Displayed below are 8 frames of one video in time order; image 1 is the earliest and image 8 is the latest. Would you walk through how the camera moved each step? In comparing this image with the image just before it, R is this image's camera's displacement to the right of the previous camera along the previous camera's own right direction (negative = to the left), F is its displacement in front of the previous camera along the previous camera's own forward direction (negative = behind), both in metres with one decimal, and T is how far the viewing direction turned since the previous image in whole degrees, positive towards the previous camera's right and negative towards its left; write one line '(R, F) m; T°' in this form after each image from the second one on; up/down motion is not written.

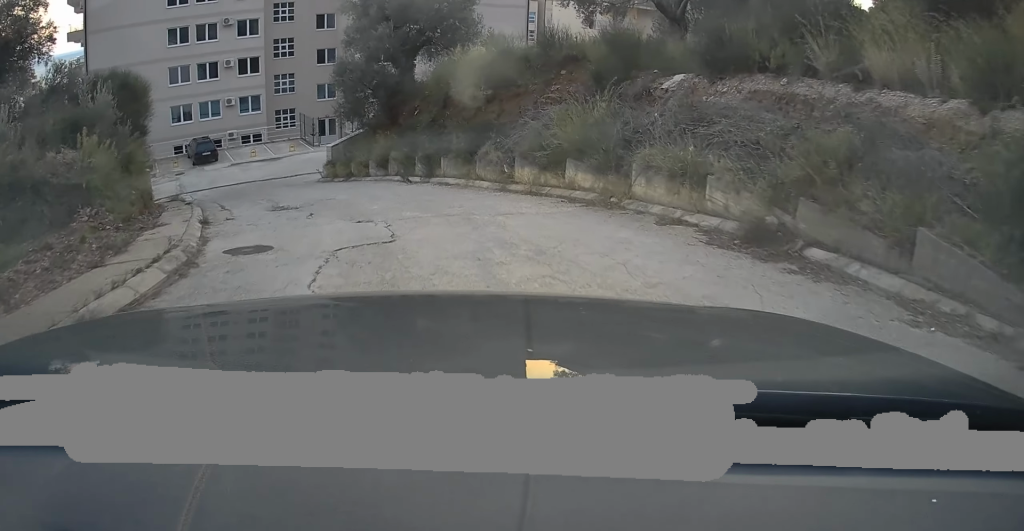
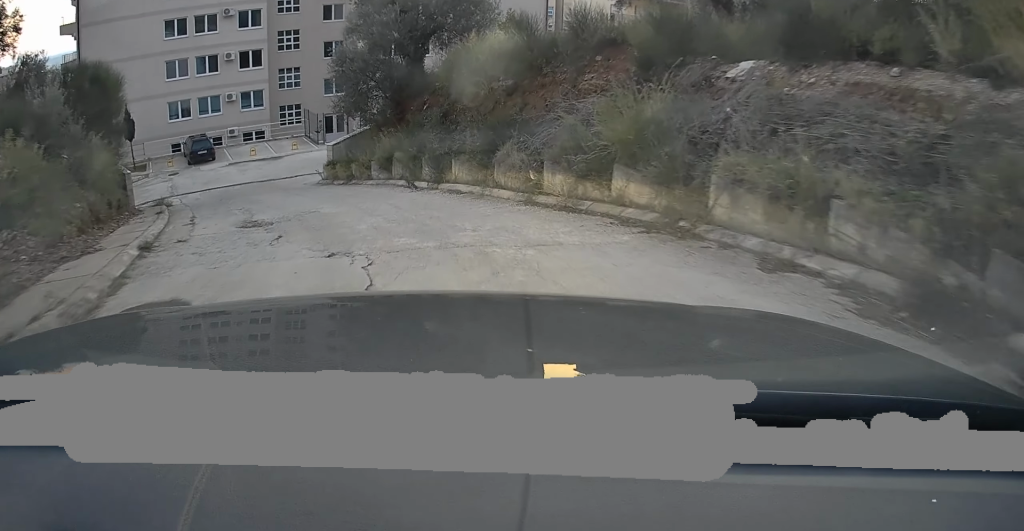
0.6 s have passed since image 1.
(0.0, +2.9) m; -2°
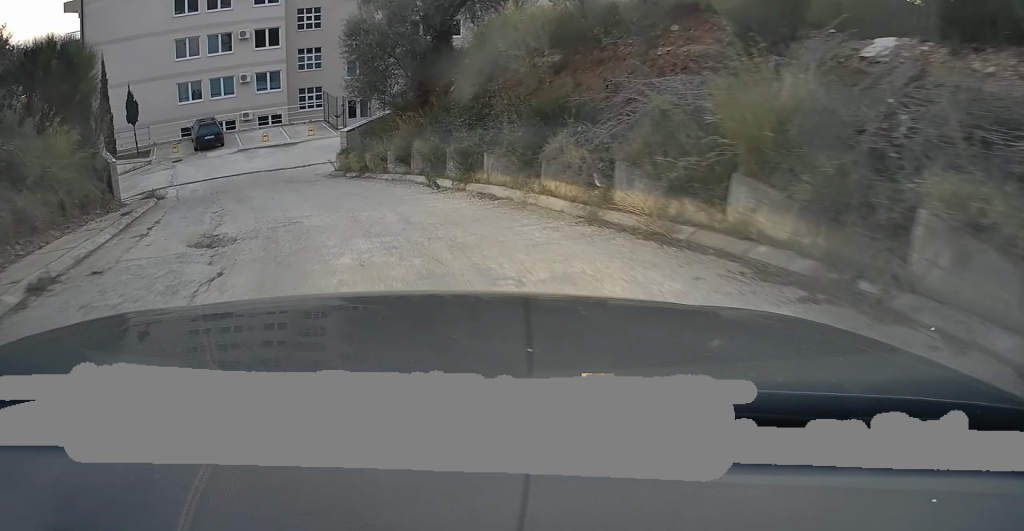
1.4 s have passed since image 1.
(-0.1, +3.4) m; -4°
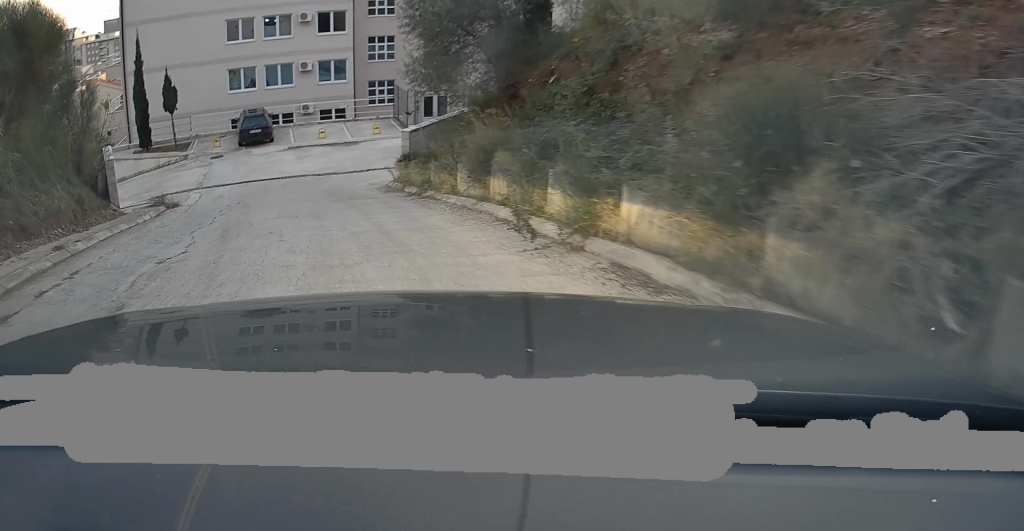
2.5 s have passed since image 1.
(-0.4, +5.1) m; -9°
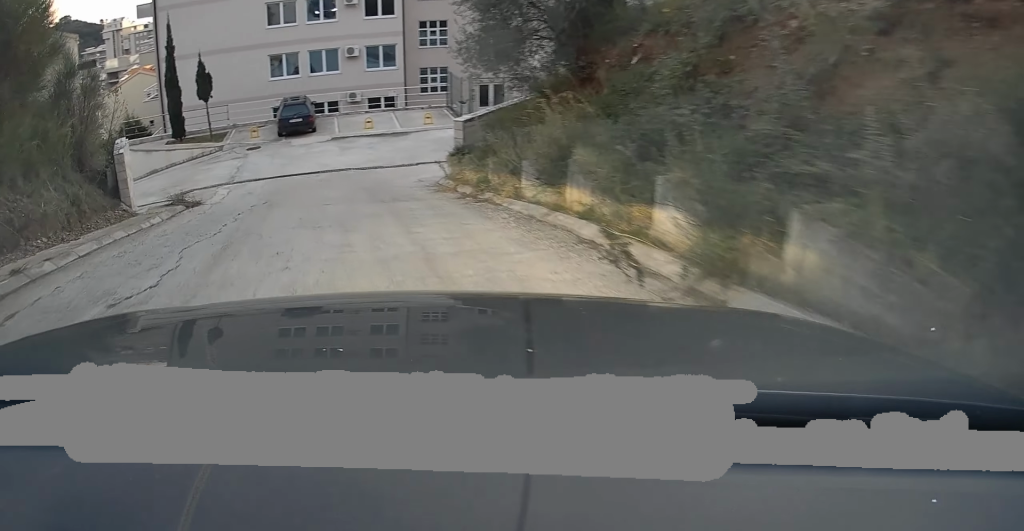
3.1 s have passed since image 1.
(-0.1, +2.3) m; -3°
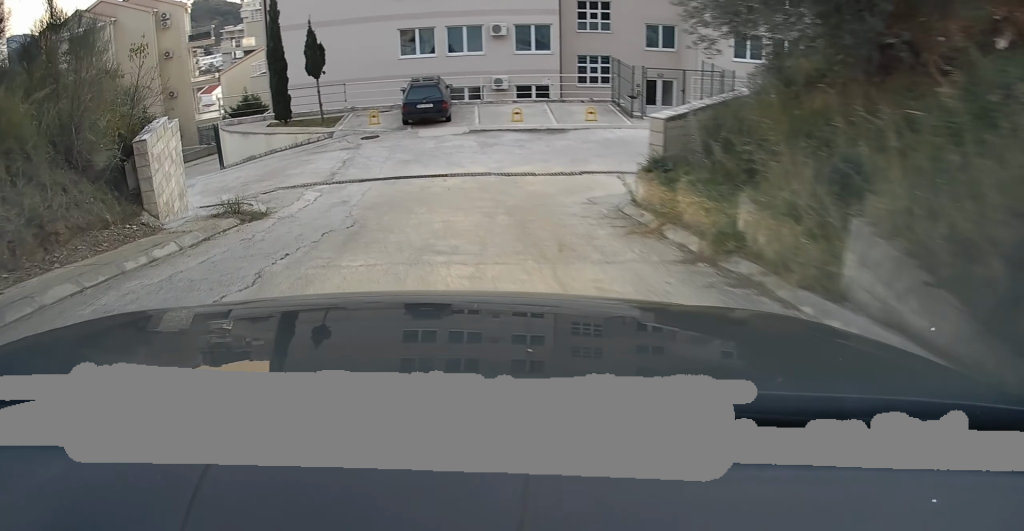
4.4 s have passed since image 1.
(-0.4, +5.5) m; -12°
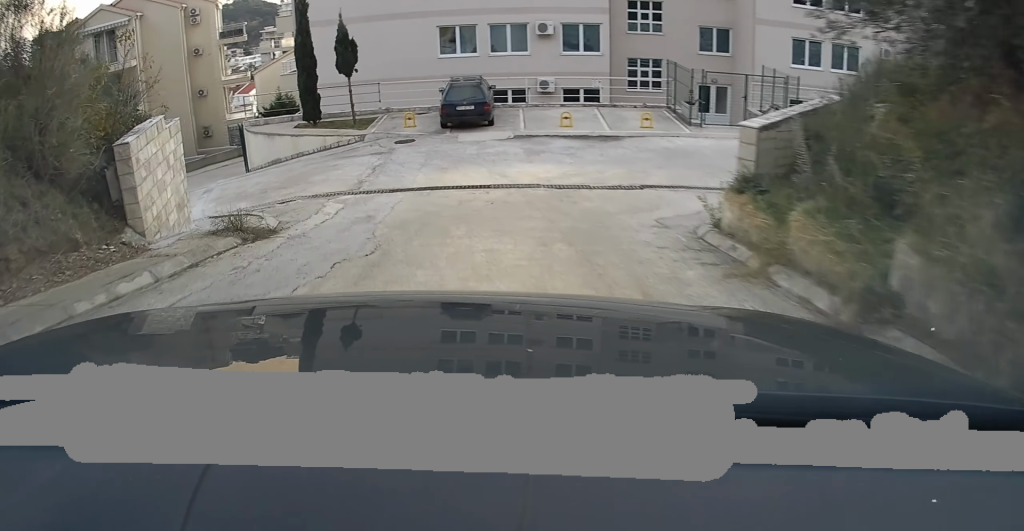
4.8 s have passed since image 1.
(-0.2, +1.9) m; -5°
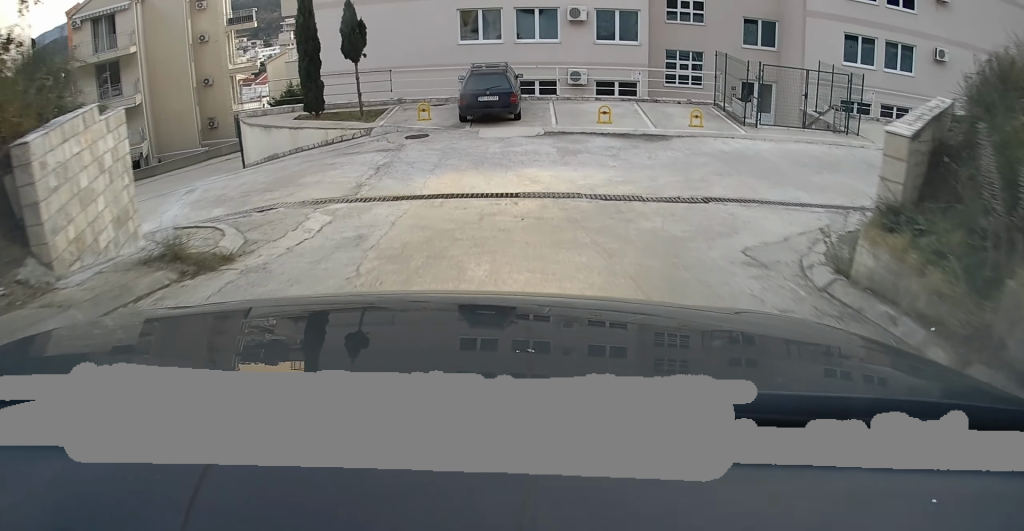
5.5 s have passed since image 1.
(-0.1, +2.7) m; -1°
